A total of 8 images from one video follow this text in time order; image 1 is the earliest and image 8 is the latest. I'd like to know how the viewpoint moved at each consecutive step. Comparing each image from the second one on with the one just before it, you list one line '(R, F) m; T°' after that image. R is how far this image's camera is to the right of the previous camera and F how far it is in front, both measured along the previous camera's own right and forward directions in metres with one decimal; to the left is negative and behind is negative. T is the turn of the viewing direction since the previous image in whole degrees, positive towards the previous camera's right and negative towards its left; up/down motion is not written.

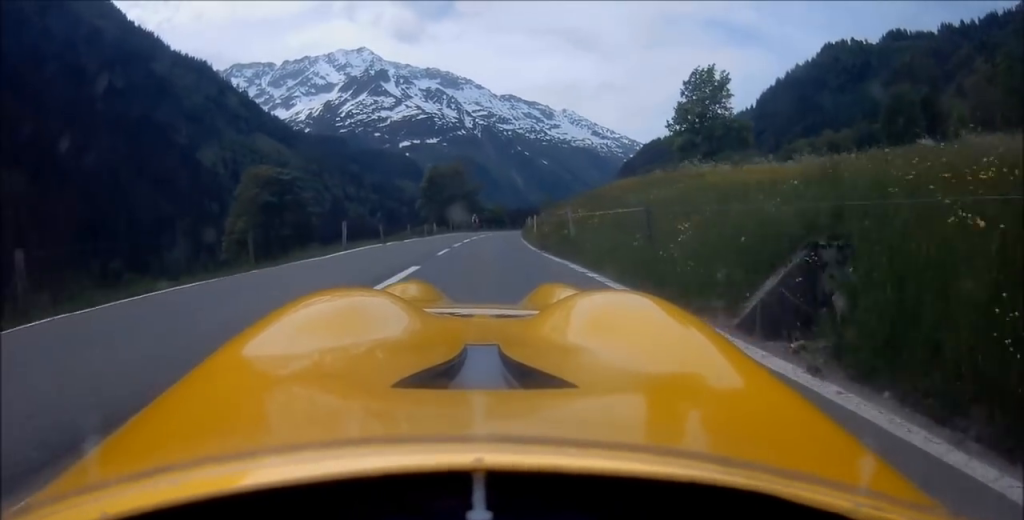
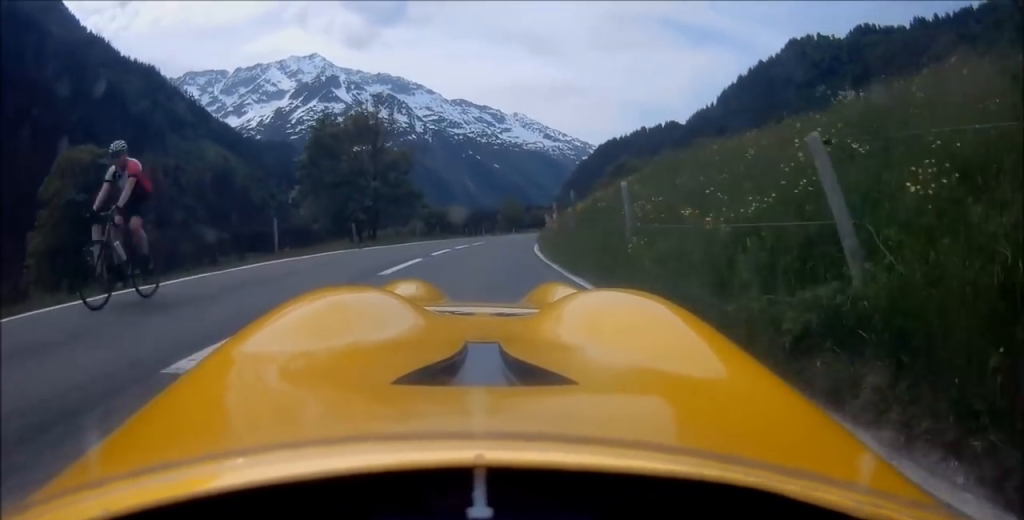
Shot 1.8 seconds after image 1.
(+1.7, +36.4) m; +5°
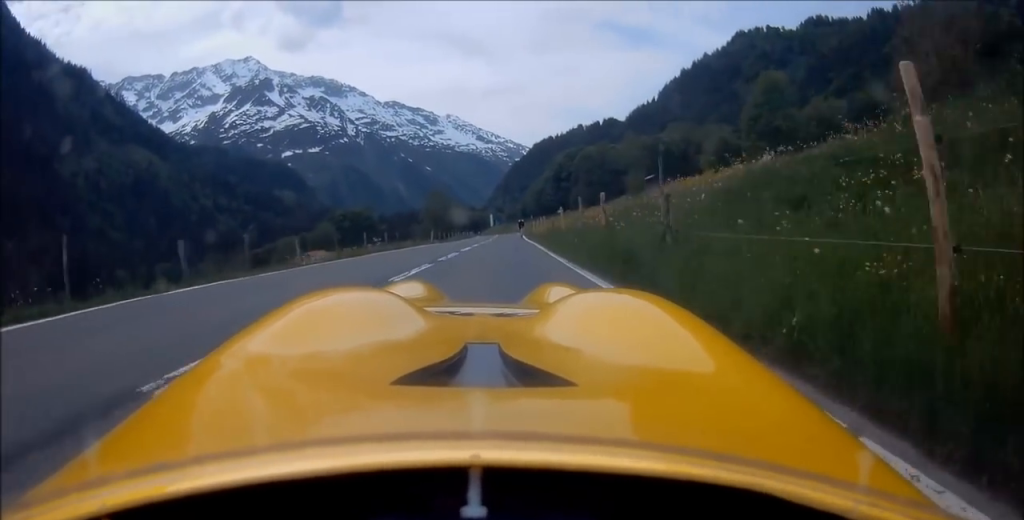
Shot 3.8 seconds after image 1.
(+2.3, +41.0) m; +5°
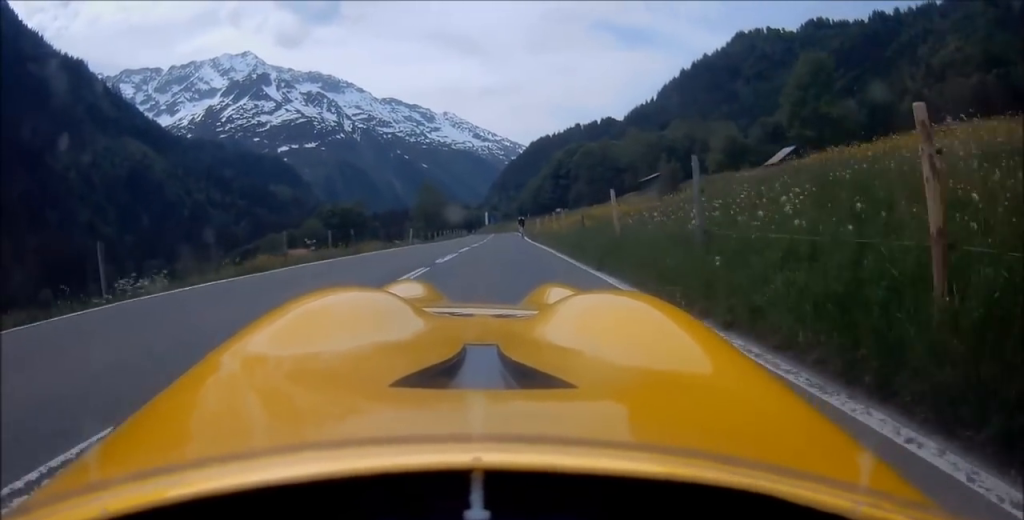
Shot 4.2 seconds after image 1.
(0.0, +8.2) m; +1°
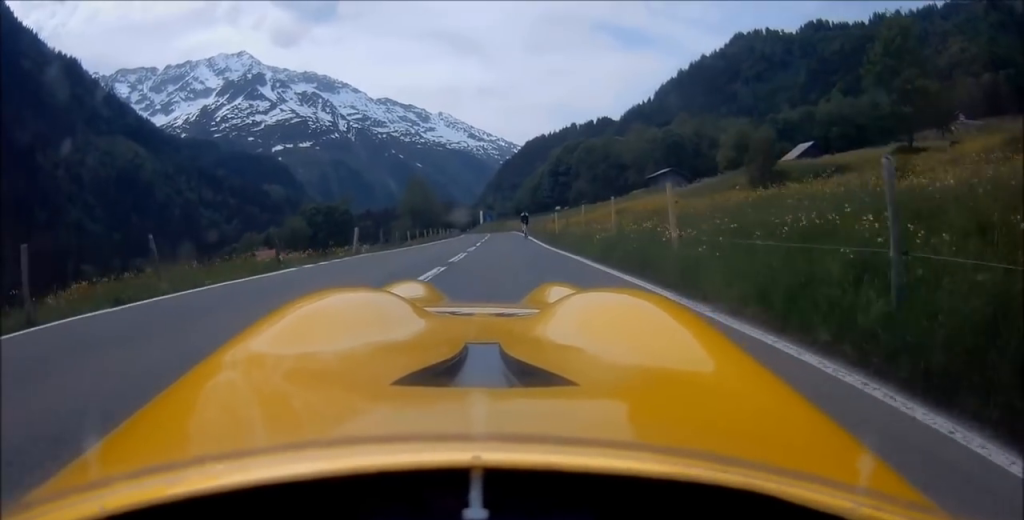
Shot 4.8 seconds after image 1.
(-0.1, +11.9) m; +1°
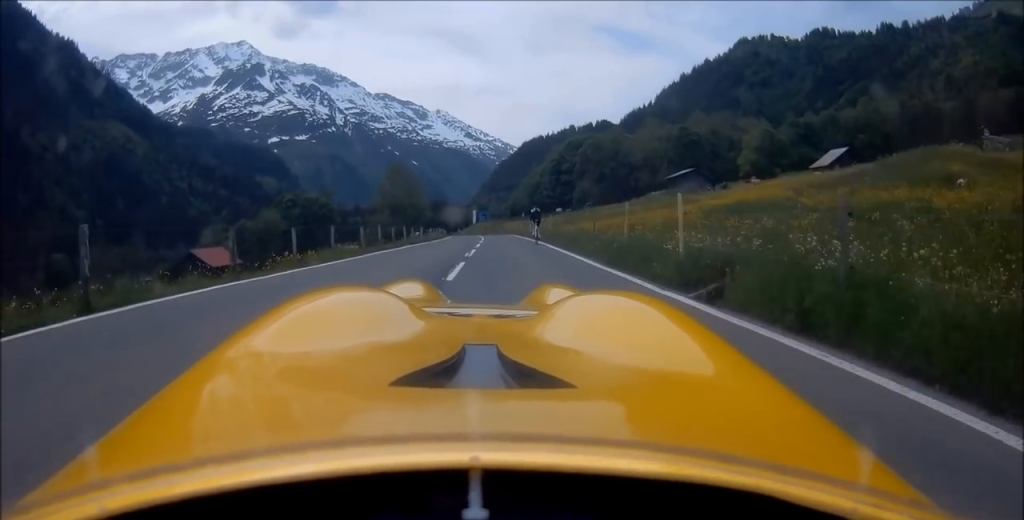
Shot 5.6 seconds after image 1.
(+0.6, +16.9) m; 0°
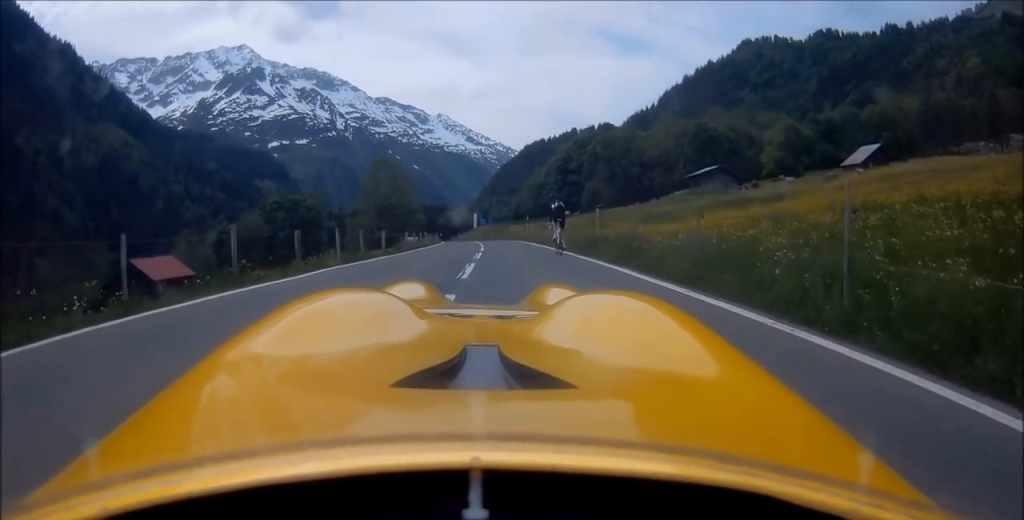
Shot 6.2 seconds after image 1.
(0.0, +12.8) m; 0°
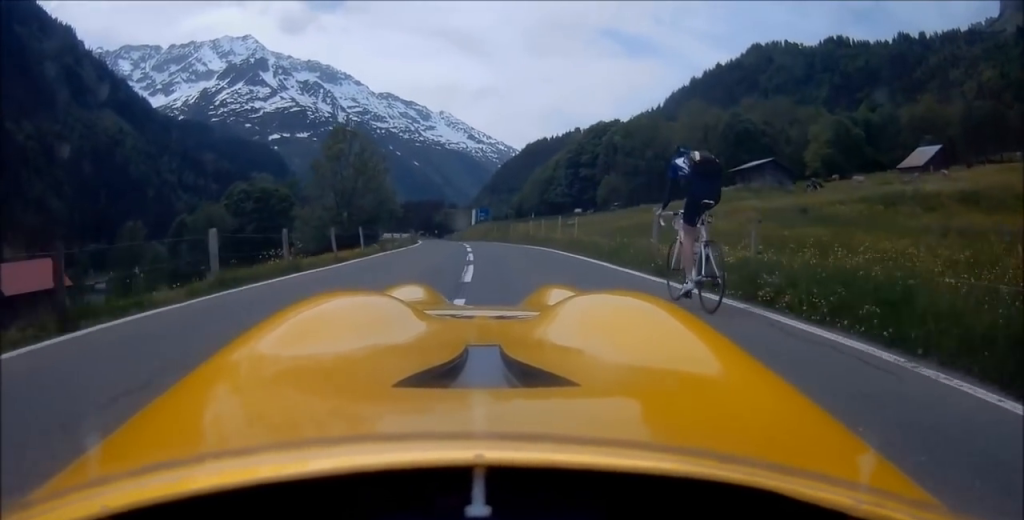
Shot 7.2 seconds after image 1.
(-0.5, +20.1) m; -2°
